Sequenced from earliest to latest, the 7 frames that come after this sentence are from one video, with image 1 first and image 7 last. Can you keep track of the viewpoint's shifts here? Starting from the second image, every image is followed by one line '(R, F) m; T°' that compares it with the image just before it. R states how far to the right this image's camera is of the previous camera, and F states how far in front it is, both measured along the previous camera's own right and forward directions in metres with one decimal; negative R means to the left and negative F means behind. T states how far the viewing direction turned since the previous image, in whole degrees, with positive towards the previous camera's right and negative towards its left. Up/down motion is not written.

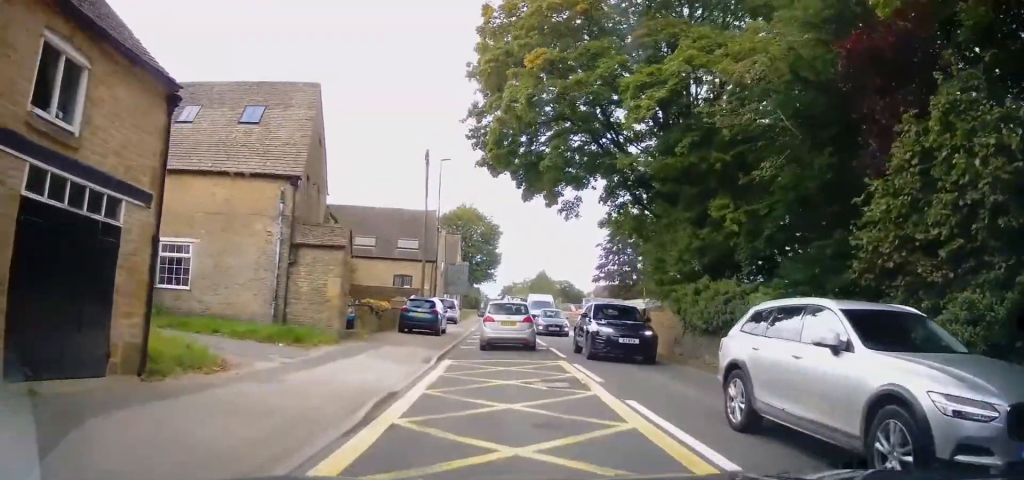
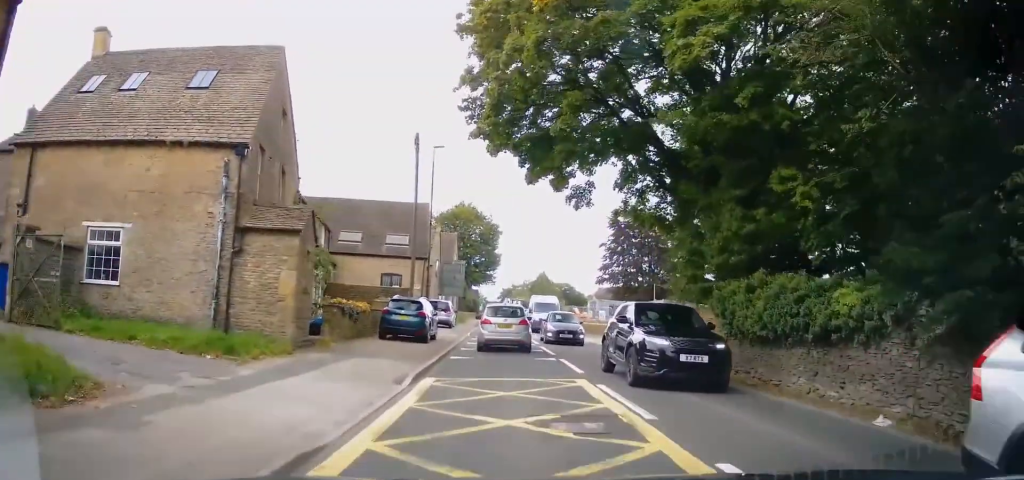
(-0.3, +4.0) m; 0°
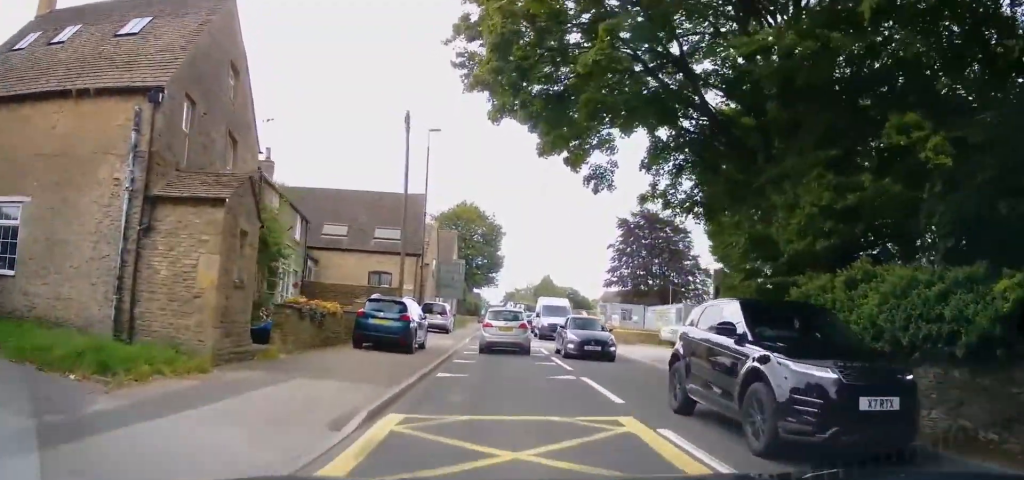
(+0.1, +4.1) m; +1°
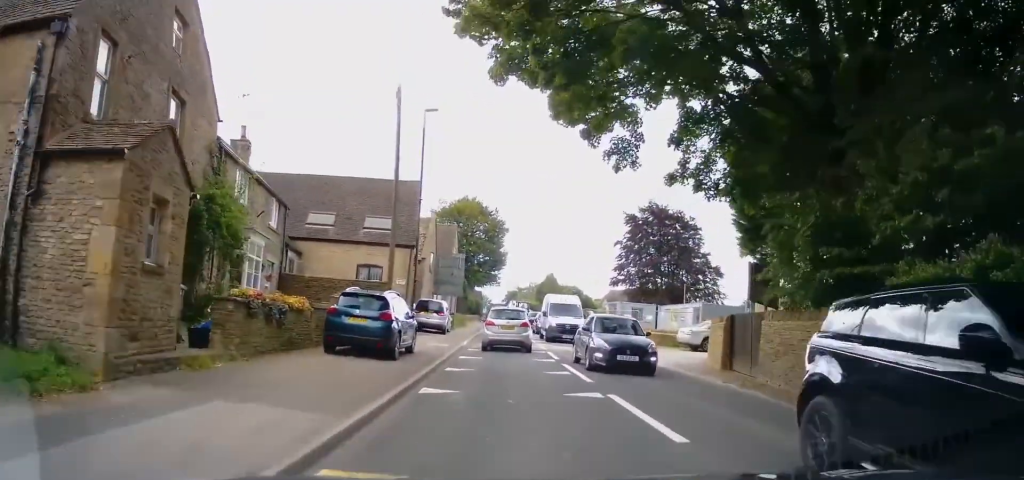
(+0.1, +2.9) m; 0°
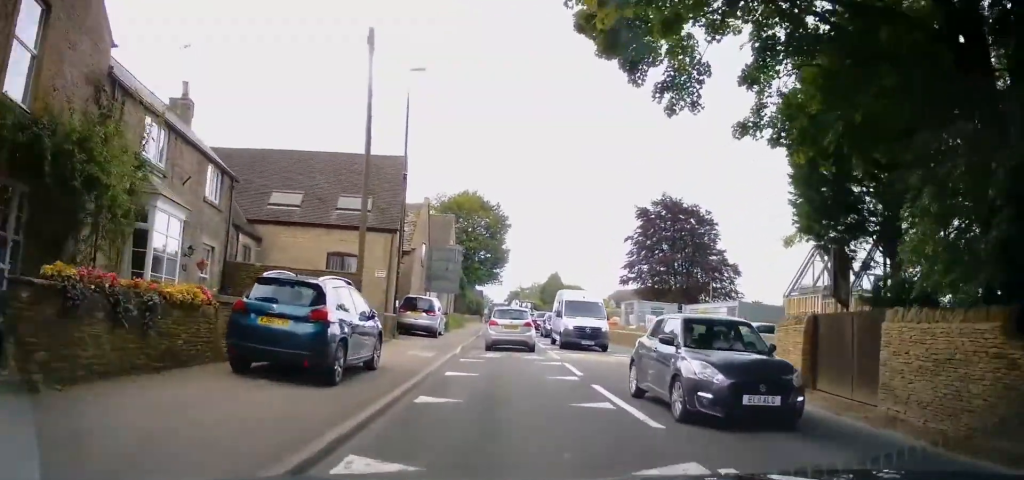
(-0.3, +4.9) m; -2°
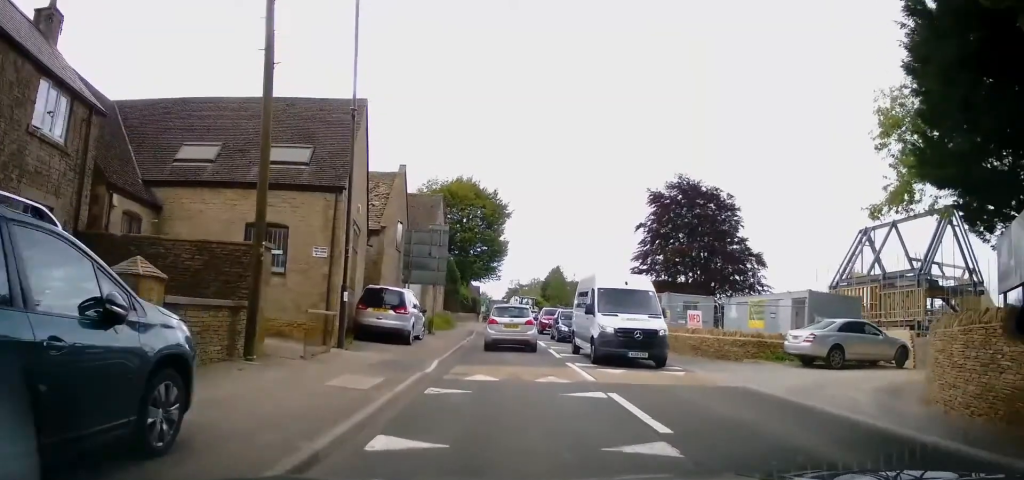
(+0.2, +6.8) m; +2°
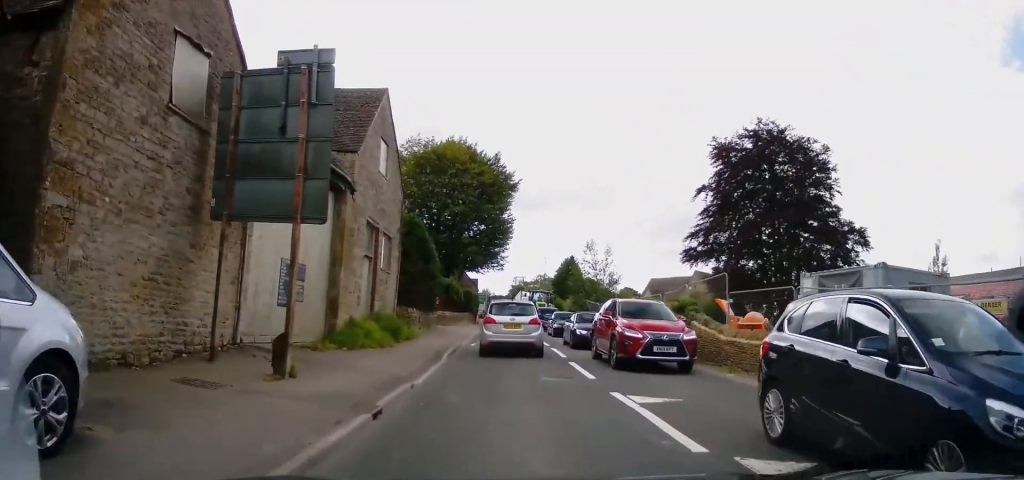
(-0.9, +18.3) m; 0°
